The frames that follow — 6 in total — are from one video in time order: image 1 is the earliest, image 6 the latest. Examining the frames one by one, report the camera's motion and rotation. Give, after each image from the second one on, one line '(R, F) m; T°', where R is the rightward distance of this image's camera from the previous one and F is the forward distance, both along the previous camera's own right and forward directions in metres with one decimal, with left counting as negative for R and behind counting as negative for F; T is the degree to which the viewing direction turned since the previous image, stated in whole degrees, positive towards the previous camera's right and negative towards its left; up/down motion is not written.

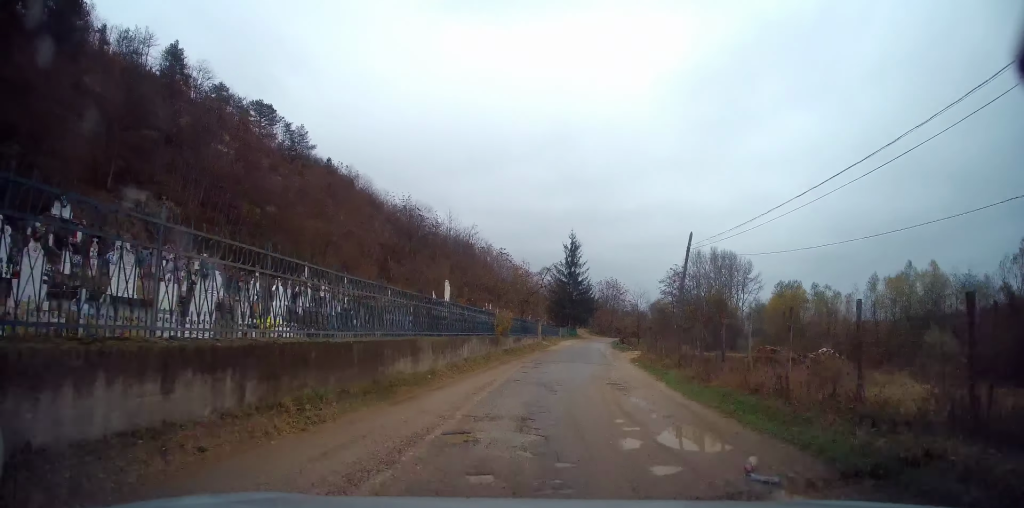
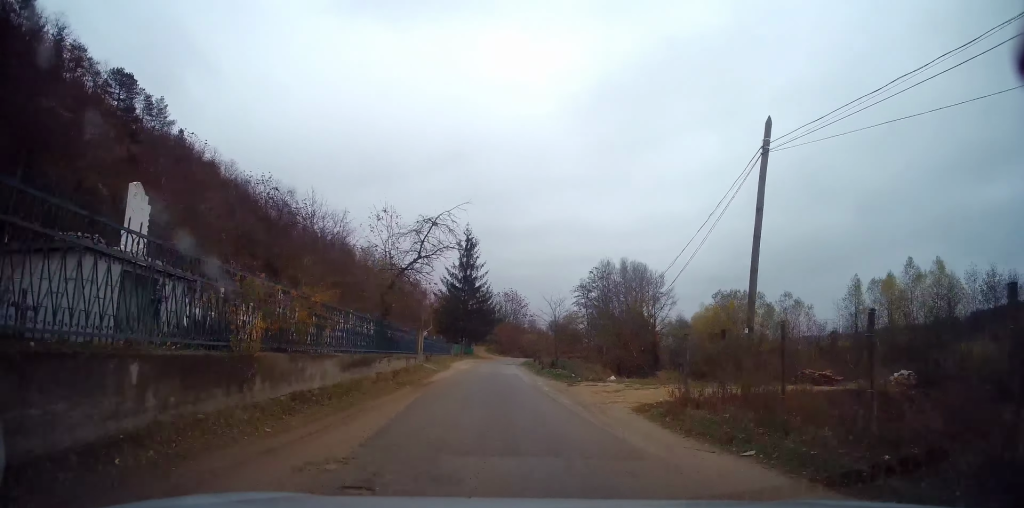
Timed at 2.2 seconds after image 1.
(+2.1, +17.9) m; +13°
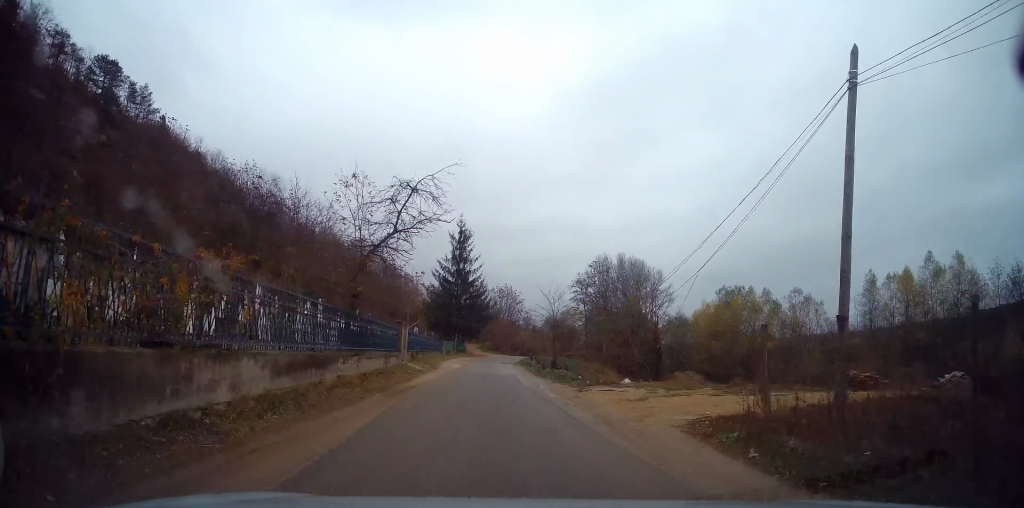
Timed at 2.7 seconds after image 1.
(+0.1, +3.4) m; +1°
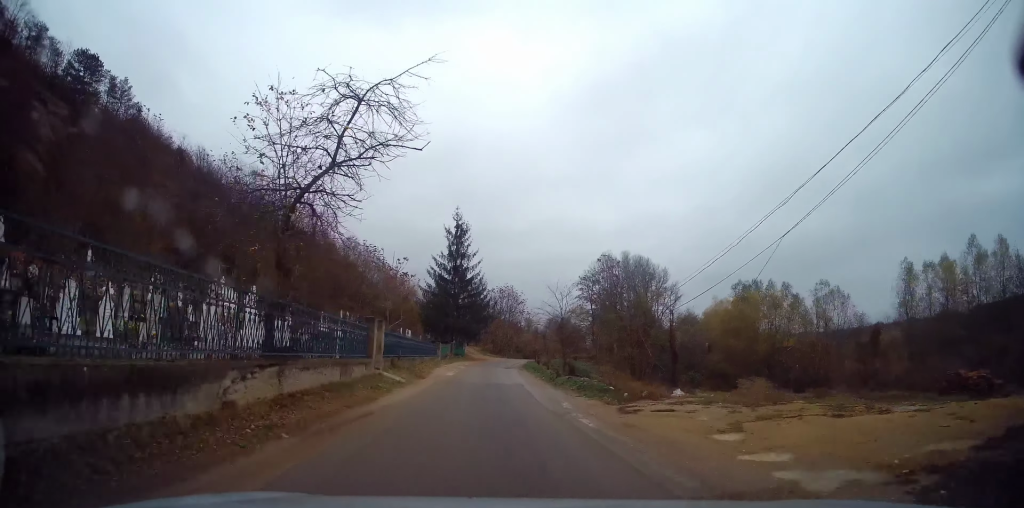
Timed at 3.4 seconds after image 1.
(0.0, +5.8) m; -3°
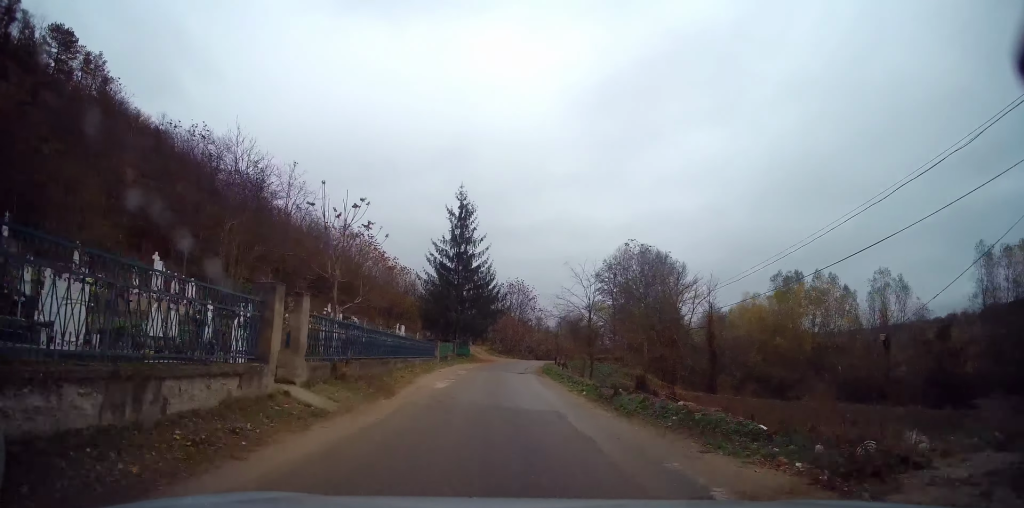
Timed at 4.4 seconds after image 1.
(-0.4, +9.1) m; -2°
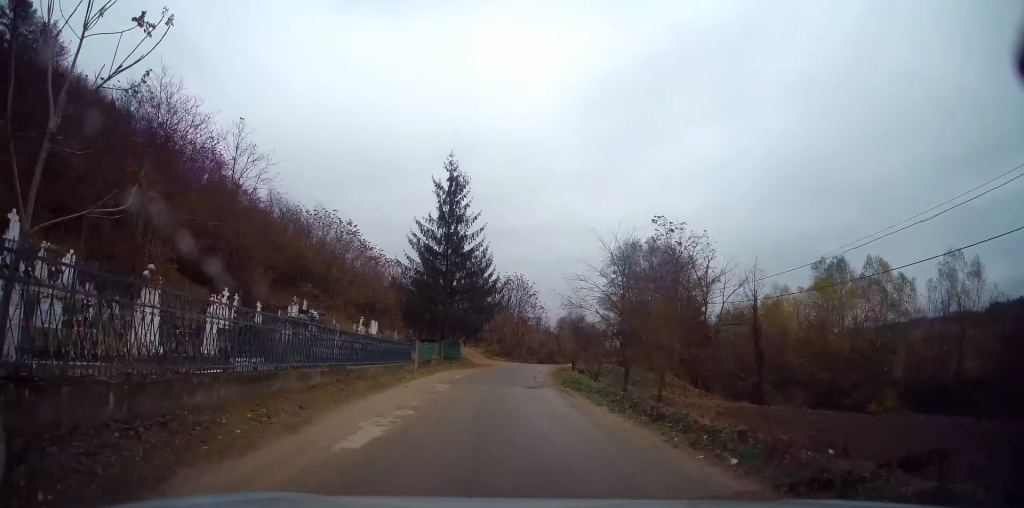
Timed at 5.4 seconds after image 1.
(+0.2, +10.2) m; +2°
